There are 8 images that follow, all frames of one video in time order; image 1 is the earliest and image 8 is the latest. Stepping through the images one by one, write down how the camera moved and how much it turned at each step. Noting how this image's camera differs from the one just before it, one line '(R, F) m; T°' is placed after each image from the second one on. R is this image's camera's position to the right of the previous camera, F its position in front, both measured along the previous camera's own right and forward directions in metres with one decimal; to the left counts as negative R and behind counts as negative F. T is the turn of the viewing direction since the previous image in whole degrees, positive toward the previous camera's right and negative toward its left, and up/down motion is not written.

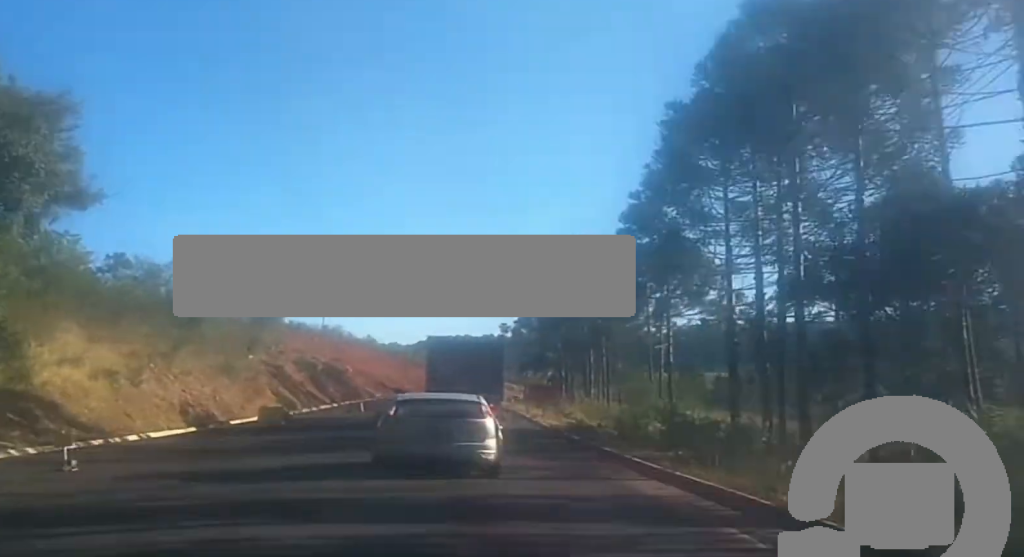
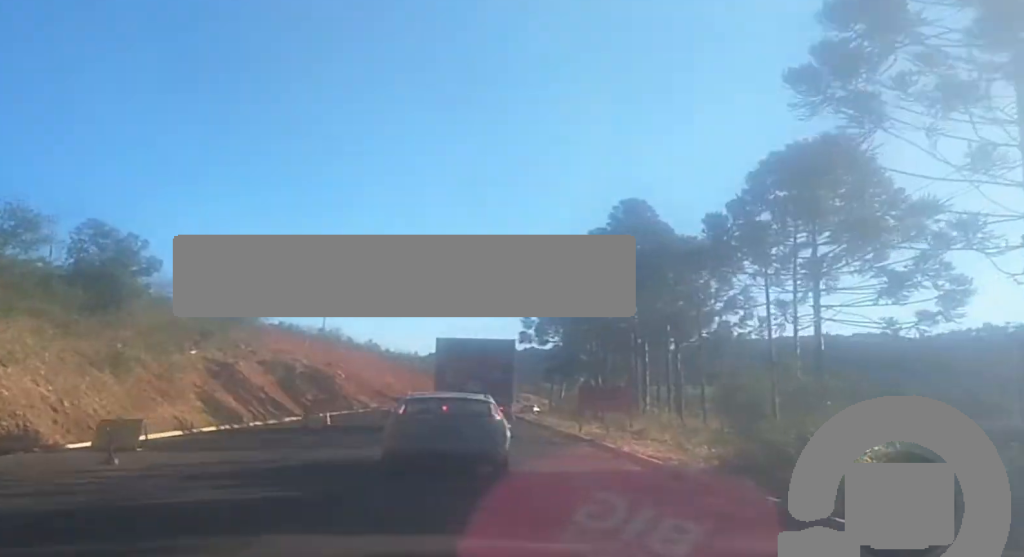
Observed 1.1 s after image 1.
(0.0, +21.7) m; 0°
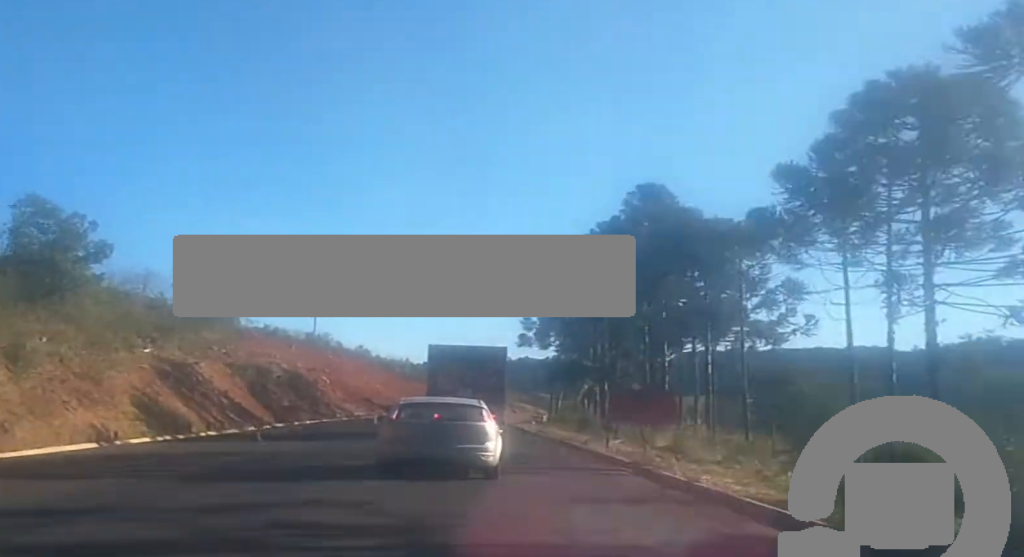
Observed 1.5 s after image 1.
(0.0, +8.8) m; 0°
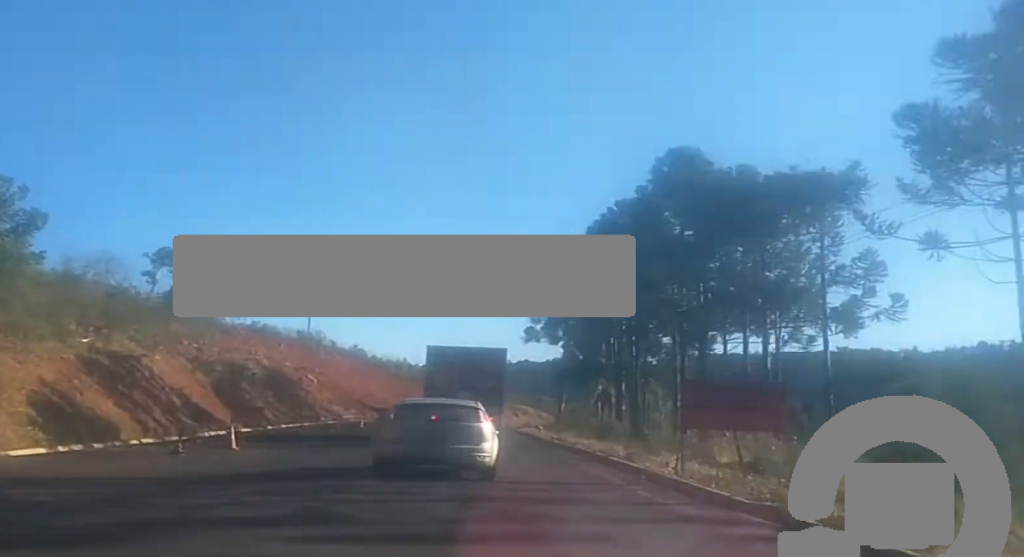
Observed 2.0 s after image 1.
(0.0, +9.3) m; 0°
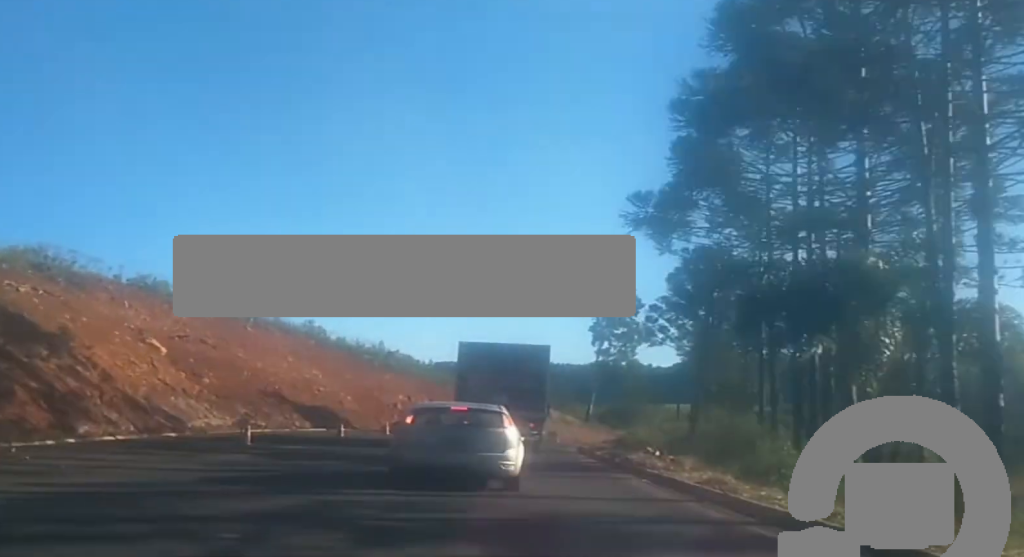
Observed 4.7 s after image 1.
(-0.4, +52.7) m; 0°
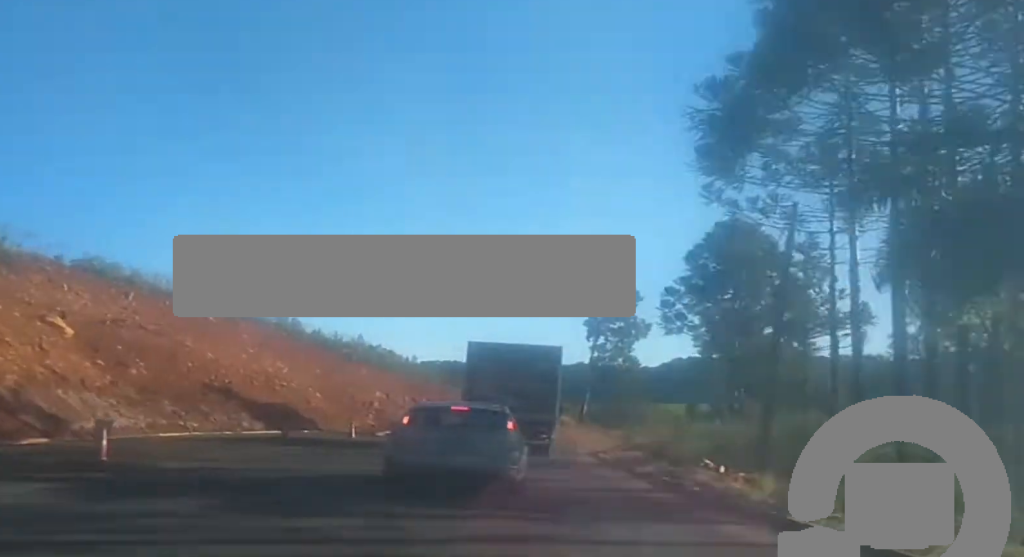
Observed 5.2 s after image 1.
(+0.2, +10.6) m; +1°
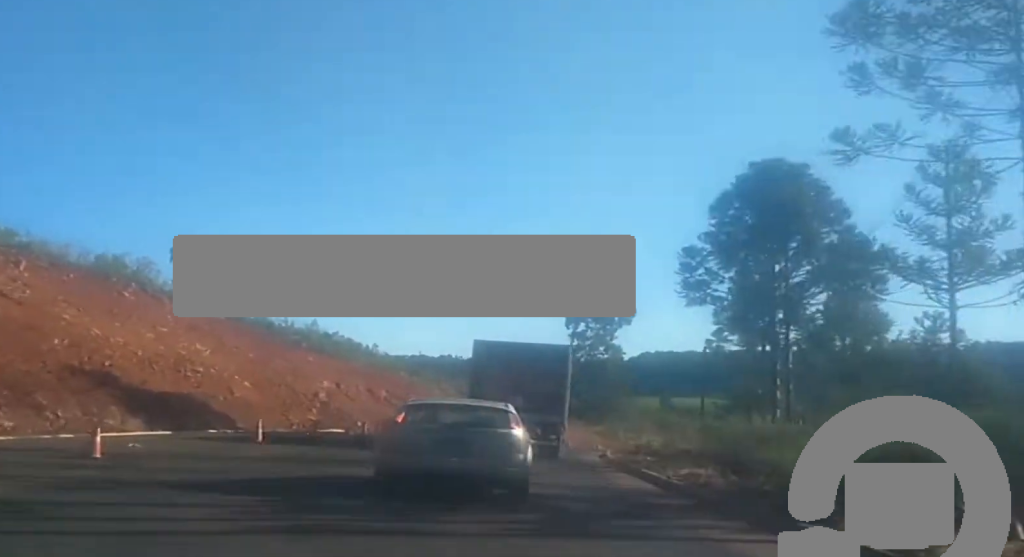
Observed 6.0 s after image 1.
(+0.3, +14.7) m; +2°
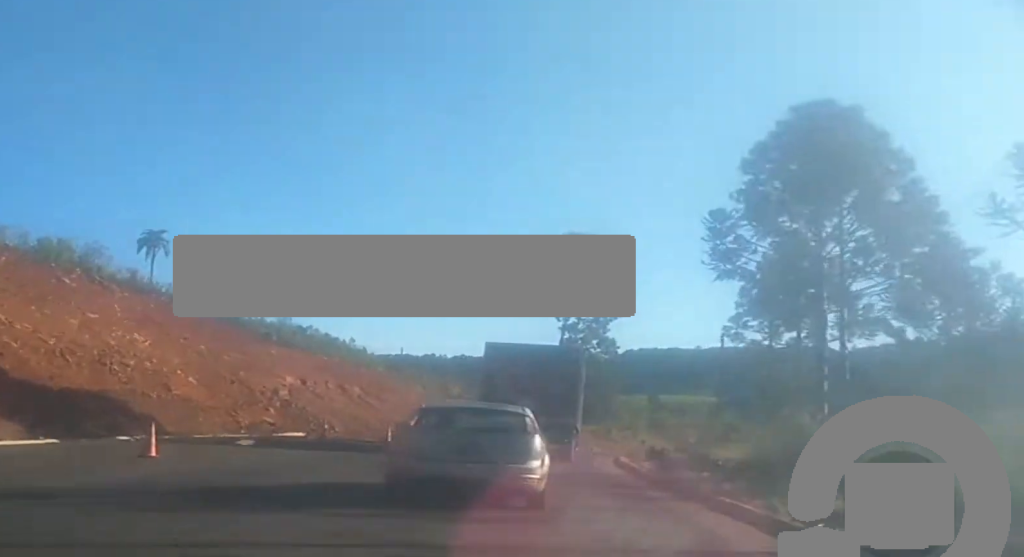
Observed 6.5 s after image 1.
(0.0, +9.0) m; +2°
